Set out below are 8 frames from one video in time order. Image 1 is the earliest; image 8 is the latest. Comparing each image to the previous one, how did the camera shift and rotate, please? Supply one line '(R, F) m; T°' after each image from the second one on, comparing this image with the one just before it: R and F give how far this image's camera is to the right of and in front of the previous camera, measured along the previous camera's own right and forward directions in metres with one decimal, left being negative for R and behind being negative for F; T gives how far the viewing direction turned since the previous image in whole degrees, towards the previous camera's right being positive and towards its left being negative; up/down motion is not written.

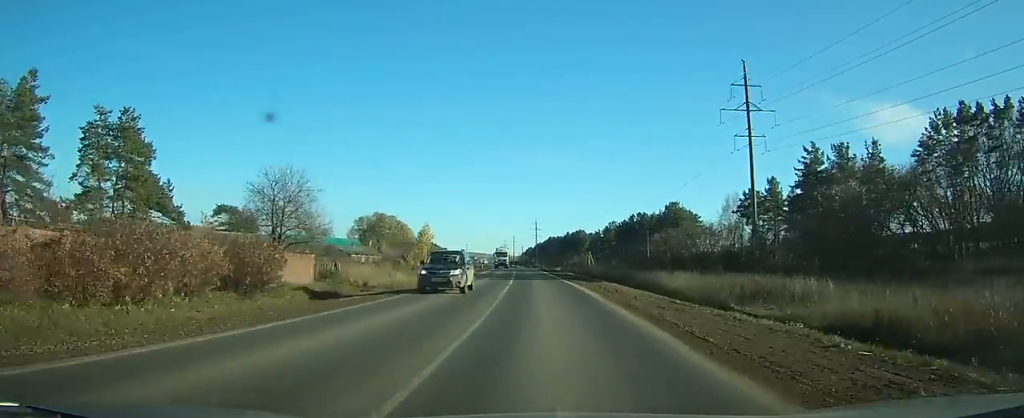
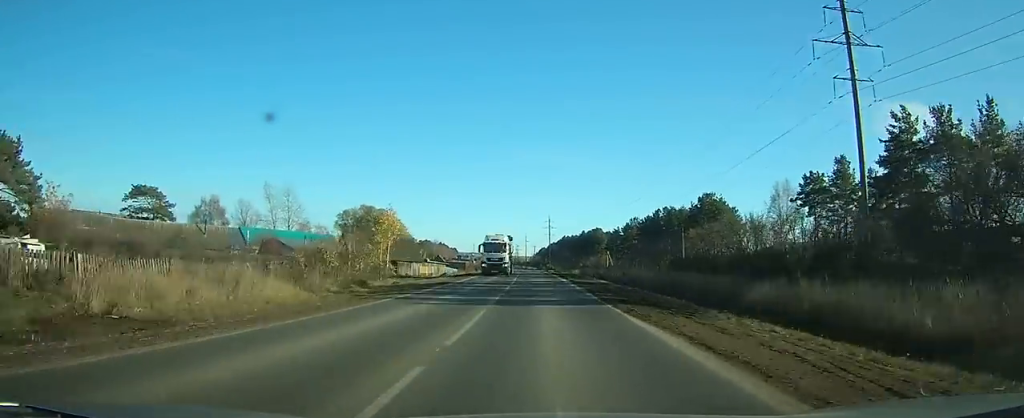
(+0.1, +22.5) m; -1°
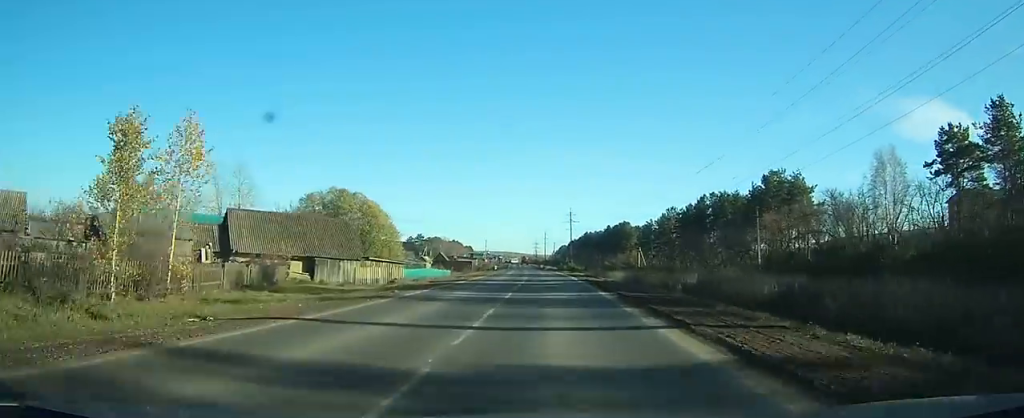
(-0.6, +31.2) m; -2°
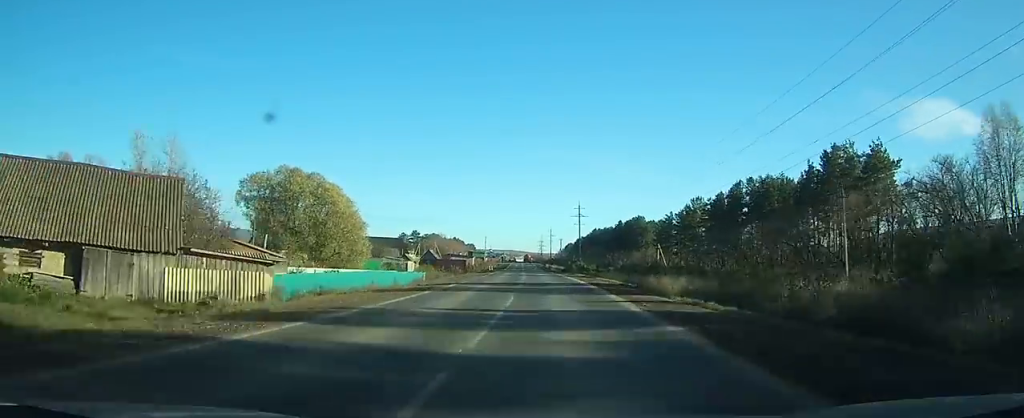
(-0.4, +23.2) m; -1°
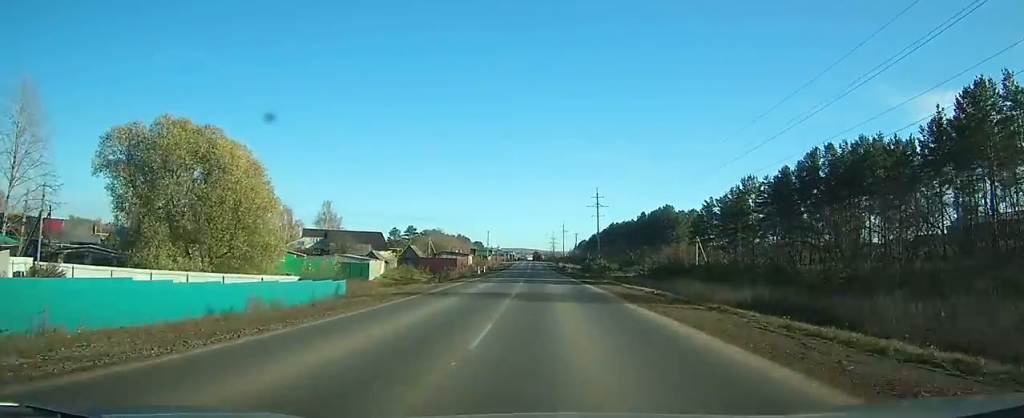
(-0.4, +30.9) m; -1°
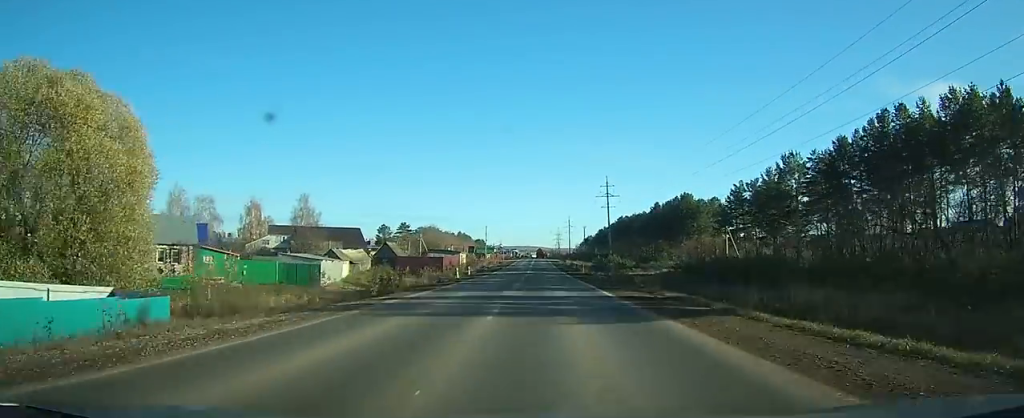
(0.0, +19.4) m; -1°
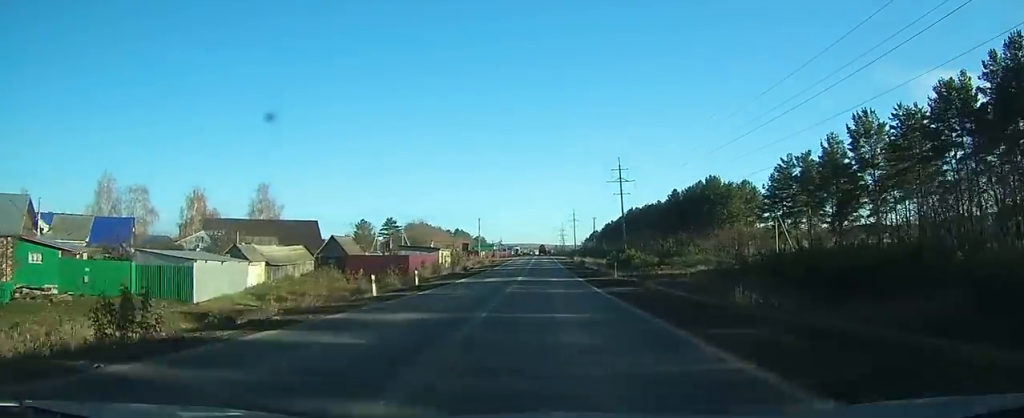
(-0.3, +24.8) m; -1°
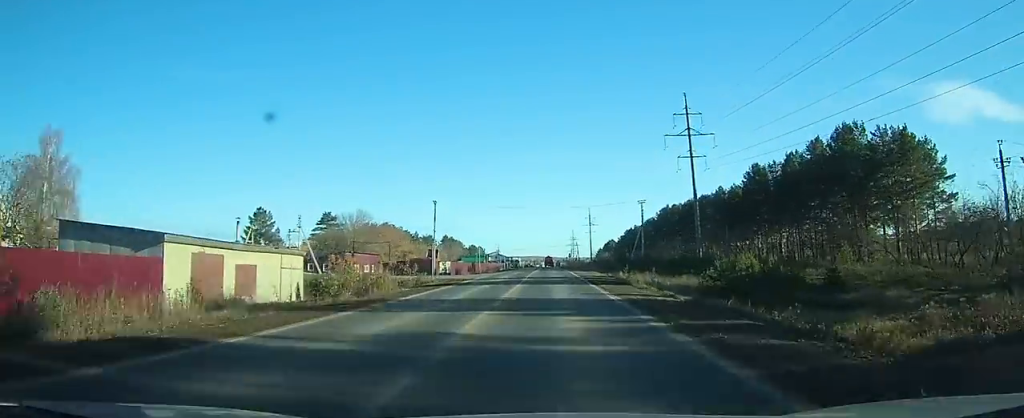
(-0.8, +66.1) m; -1°
